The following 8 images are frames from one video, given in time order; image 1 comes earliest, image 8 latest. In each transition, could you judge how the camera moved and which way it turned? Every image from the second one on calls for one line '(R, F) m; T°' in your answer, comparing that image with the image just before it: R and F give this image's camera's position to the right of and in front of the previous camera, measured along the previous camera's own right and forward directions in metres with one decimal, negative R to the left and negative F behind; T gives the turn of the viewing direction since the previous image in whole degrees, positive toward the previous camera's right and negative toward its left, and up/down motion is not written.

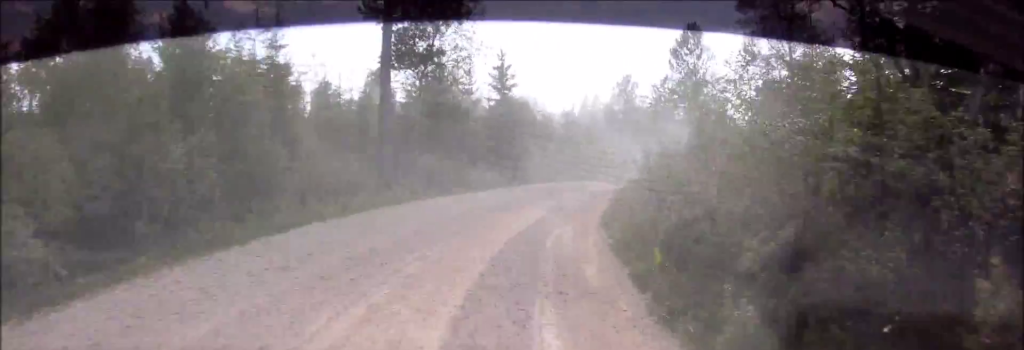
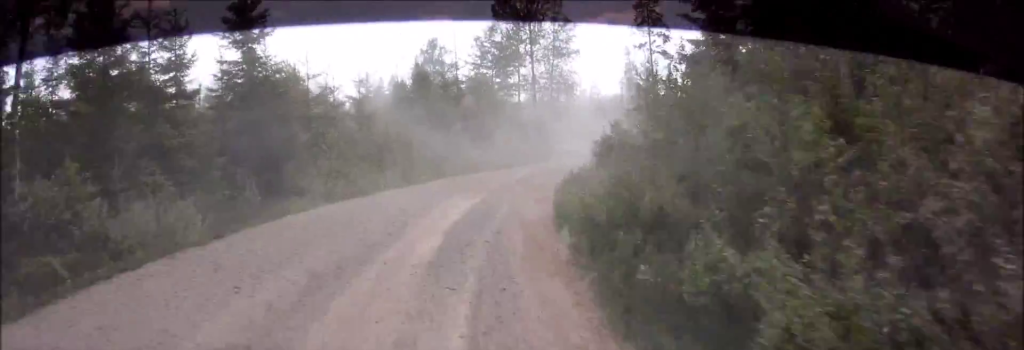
(+1.8, +22.0) m; +10°
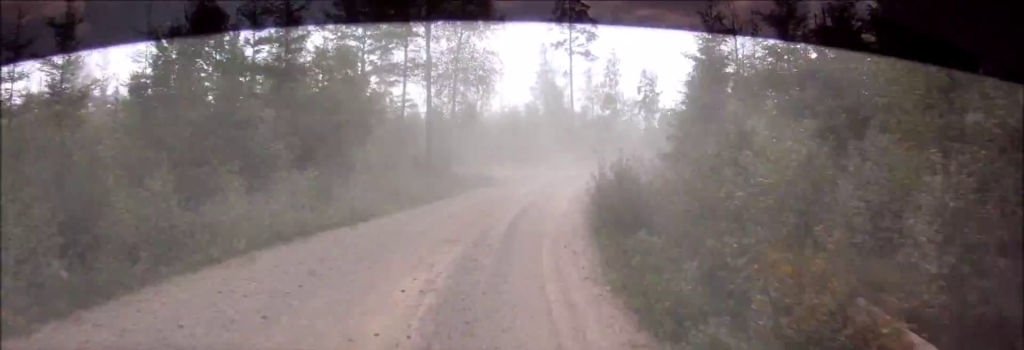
(+2.1, +22.5) m; +9°
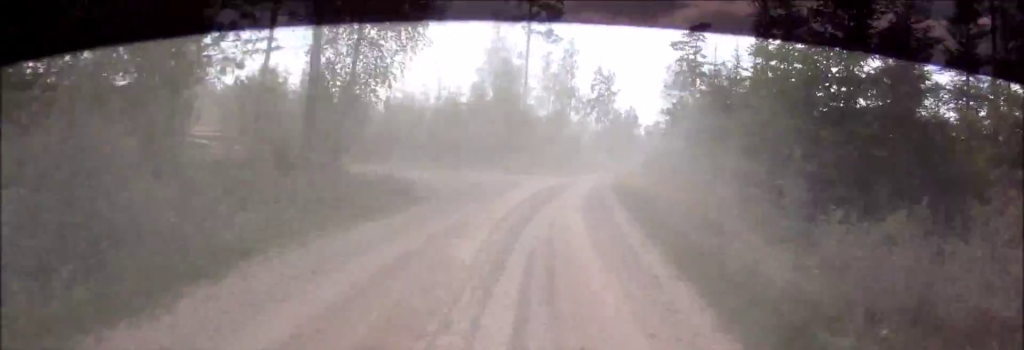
(+1.0, +17.0) m; +4°
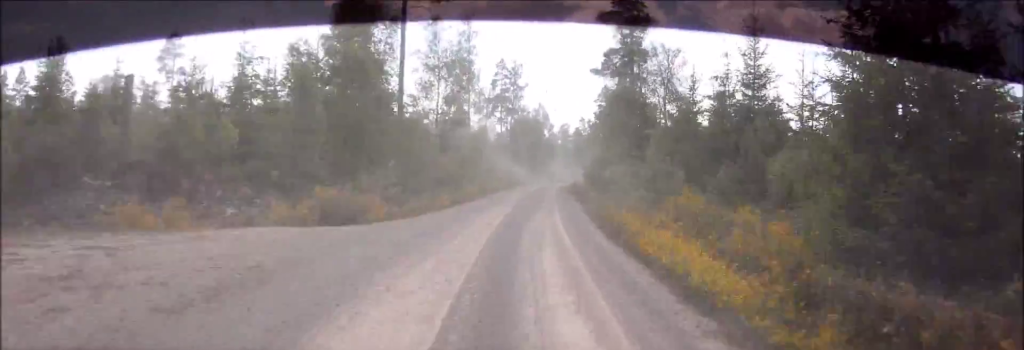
(+1.2, +26.7) m; +3°
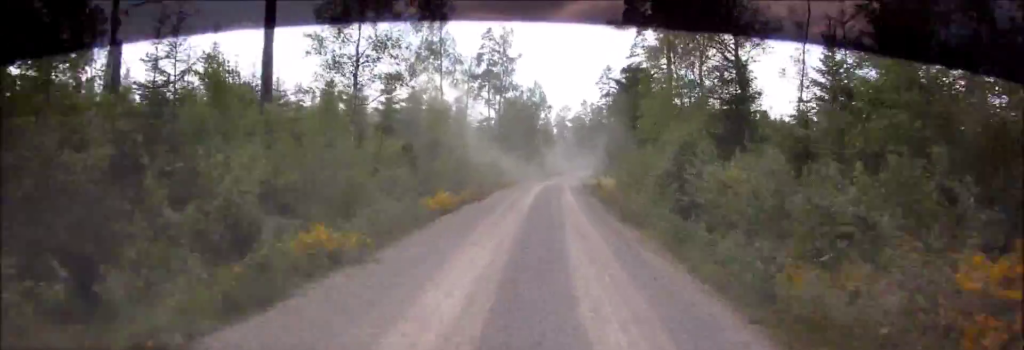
(+0.4, +25.9) m; +1°
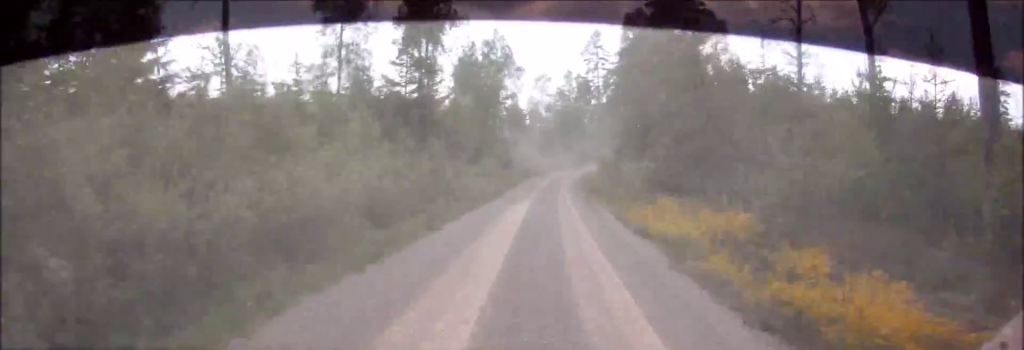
(+1.0, +45.9) m; +3°
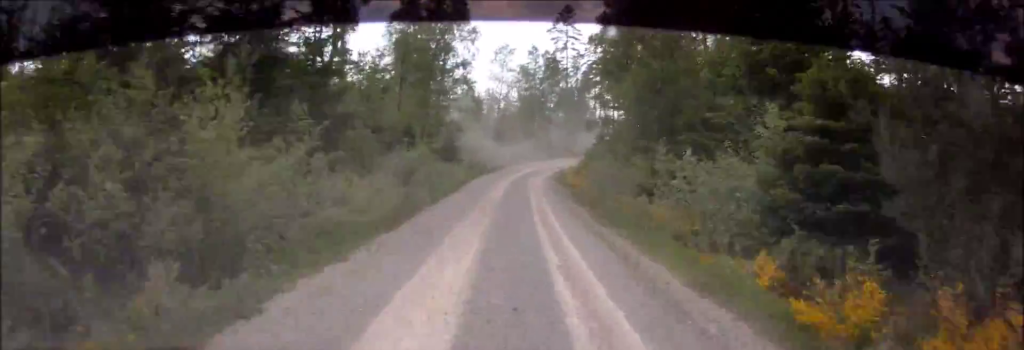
(+0.2, +18.4) m; +2°
